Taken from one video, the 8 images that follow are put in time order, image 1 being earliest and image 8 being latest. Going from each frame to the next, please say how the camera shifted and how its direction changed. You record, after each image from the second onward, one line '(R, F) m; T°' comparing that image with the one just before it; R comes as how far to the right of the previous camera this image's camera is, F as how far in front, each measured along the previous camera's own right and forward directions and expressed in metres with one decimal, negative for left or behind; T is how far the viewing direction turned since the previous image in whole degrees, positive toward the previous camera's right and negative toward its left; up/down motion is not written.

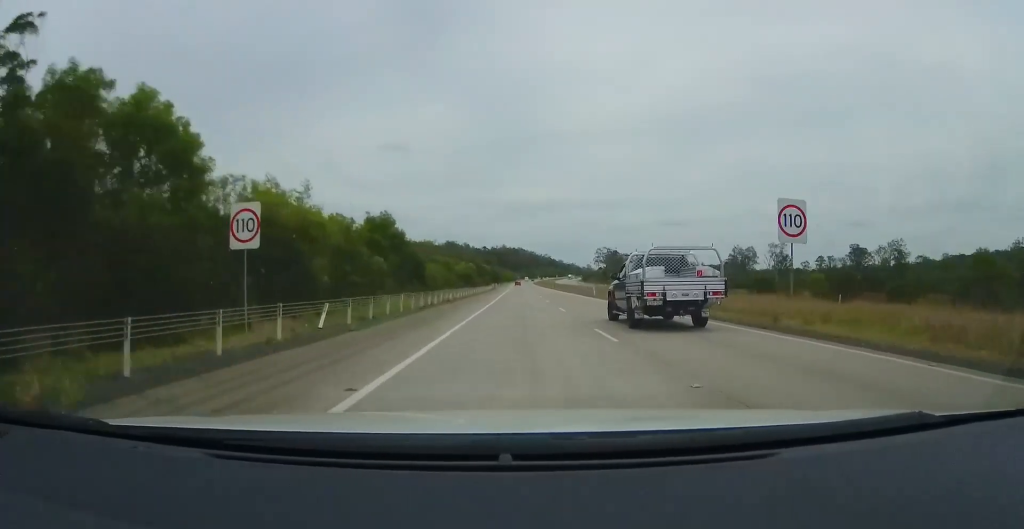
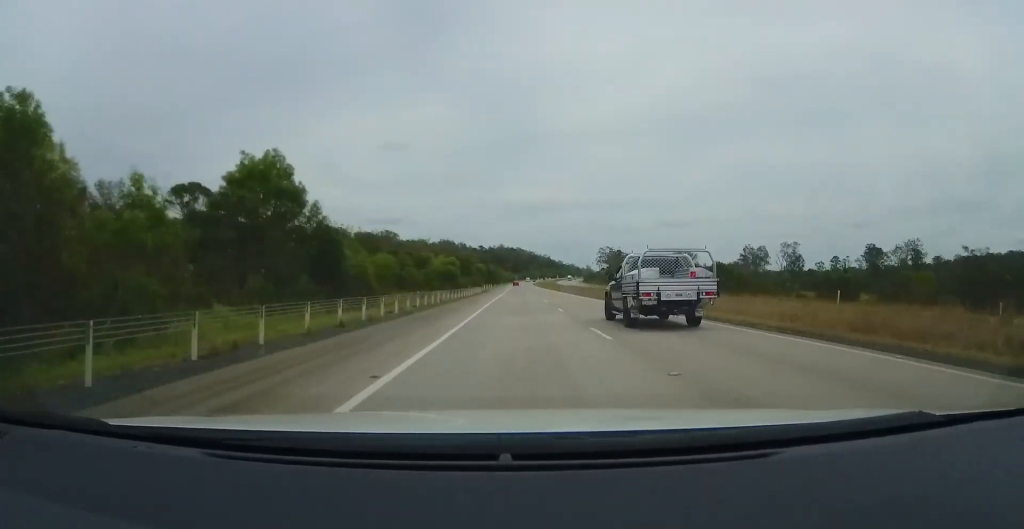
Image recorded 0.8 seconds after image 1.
(+0.1, +22.9) m; 0°
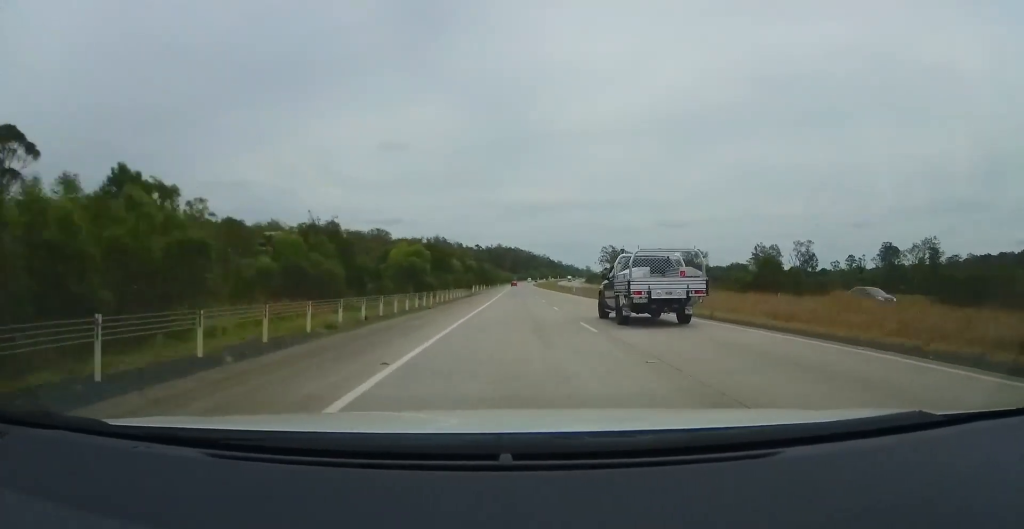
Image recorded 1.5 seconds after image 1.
(+0.3, +21.6) m; 0°
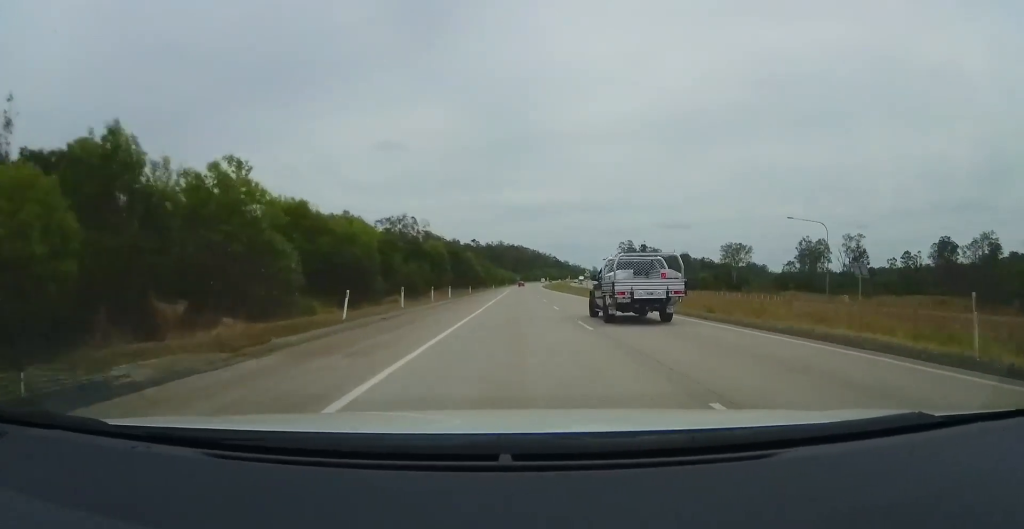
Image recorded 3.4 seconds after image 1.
(-0.8, +58.8) m; -2°
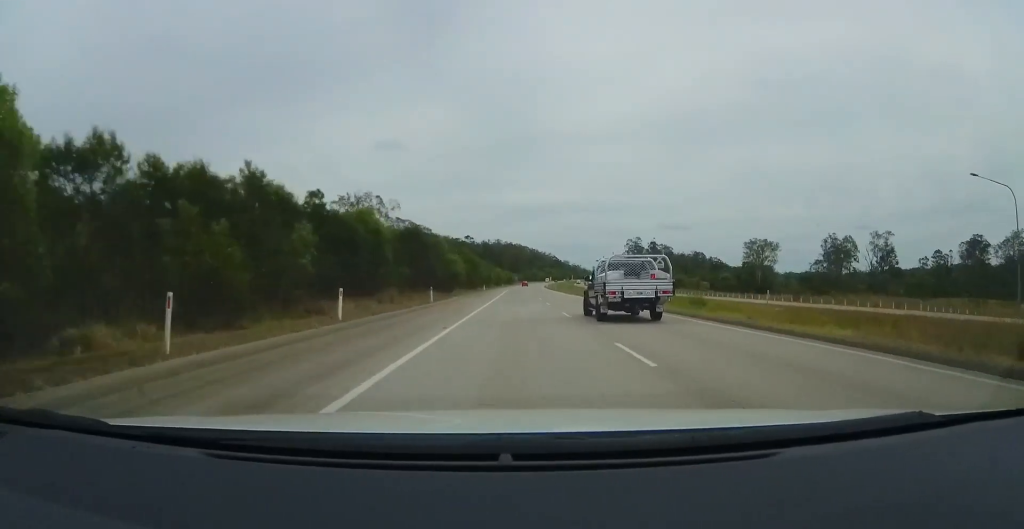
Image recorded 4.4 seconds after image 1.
(-0.2, +29.9) m; 0°
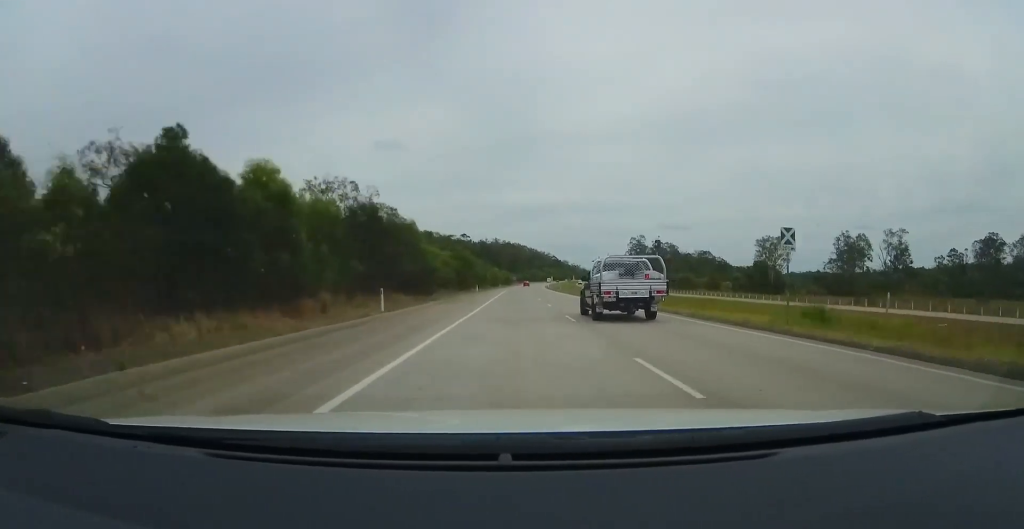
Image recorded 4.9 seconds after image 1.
(+0.1, +13.1) m; 0°
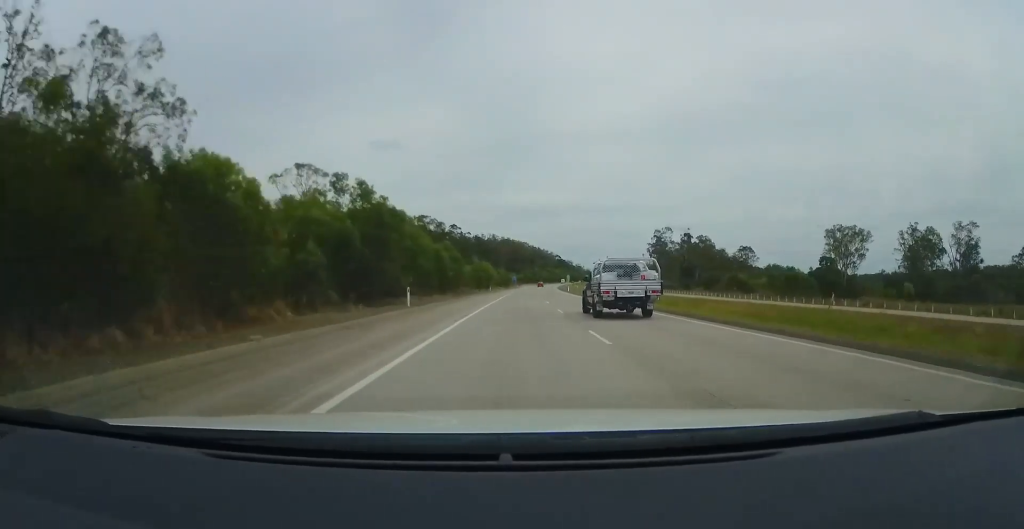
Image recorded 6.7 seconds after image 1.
(+0.5, +53.6) m; +1°
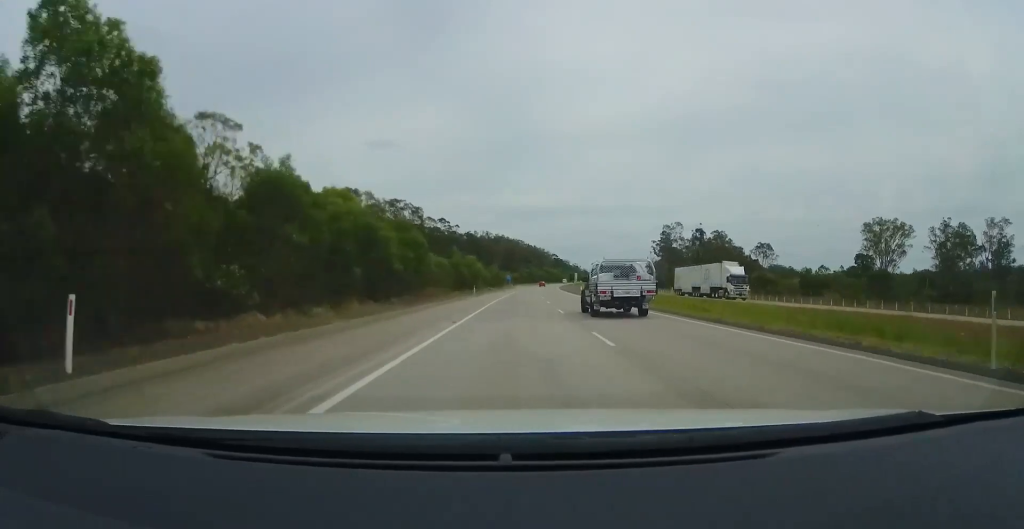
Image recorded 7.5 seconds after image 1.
(+0.2, +23.9) m; 0°
